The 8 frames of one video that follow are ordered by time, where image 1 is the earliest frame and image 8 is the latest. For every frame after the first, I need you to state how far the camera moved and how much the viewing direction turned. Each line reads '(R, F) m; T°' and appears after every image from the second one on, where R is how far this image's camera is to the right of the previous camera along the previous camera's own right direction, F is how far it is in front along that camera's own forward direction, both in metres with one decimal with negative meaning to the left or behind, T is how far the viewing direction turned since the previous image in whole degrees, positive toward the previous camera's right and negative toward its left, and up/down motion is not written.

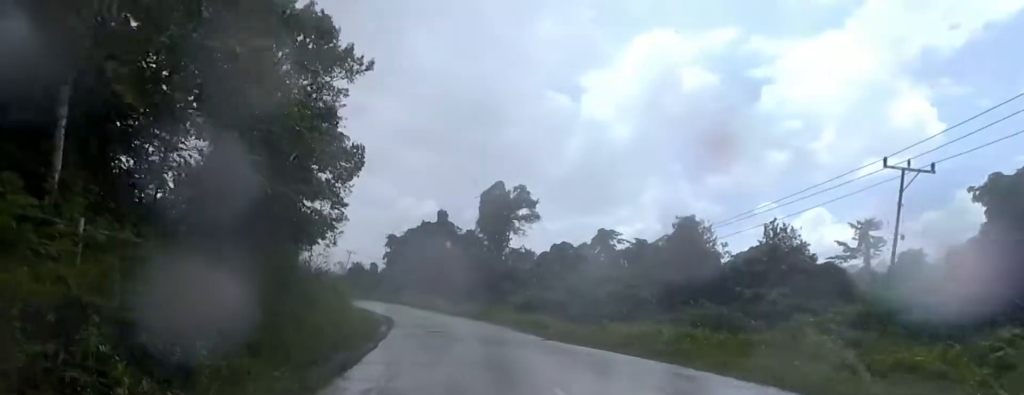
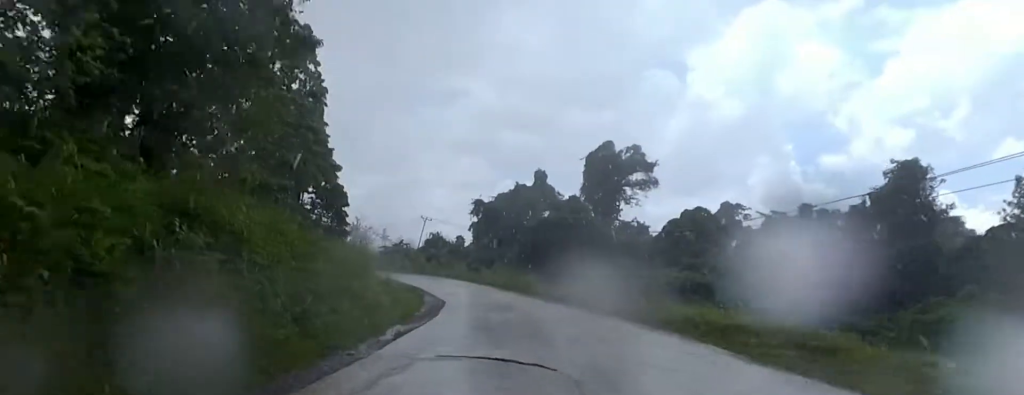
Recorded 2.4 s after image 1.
(-1.3, +23.5) m; -2°
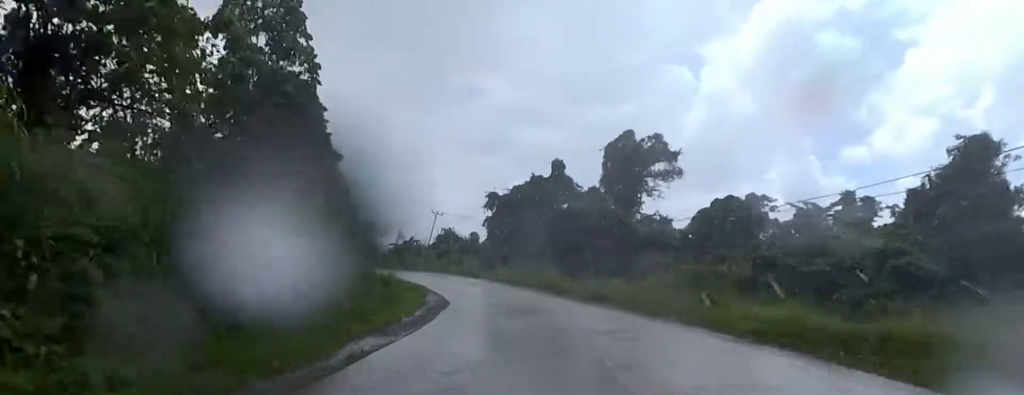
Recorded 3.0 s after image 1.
(-0.8, +5.8) m; 0°
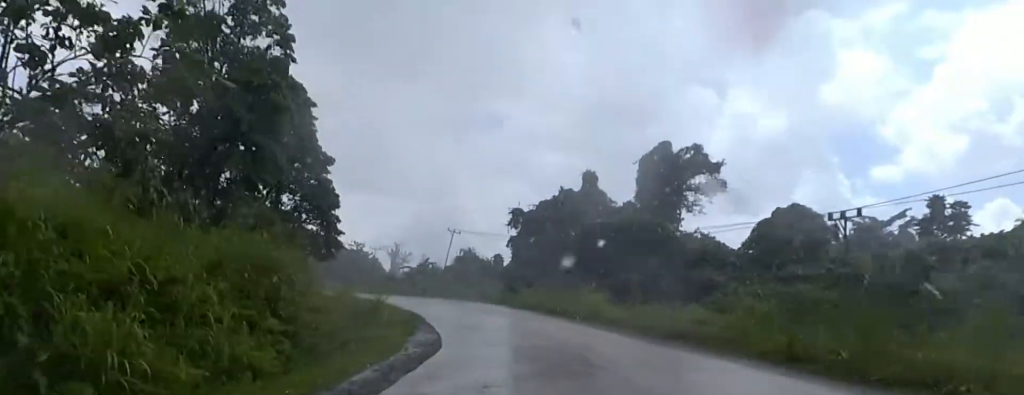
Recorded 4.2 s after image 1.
(+1.1, +11.3) m; 0°
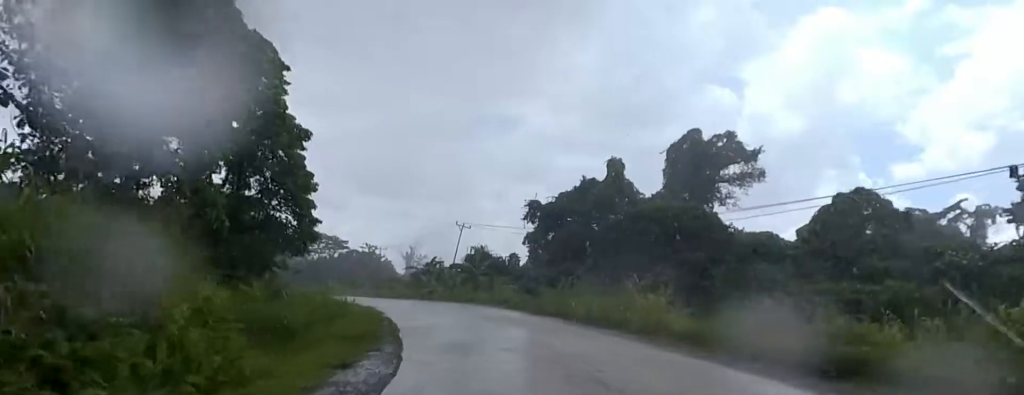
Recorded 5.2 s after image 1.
(-1.3, +9.4) m; -9°
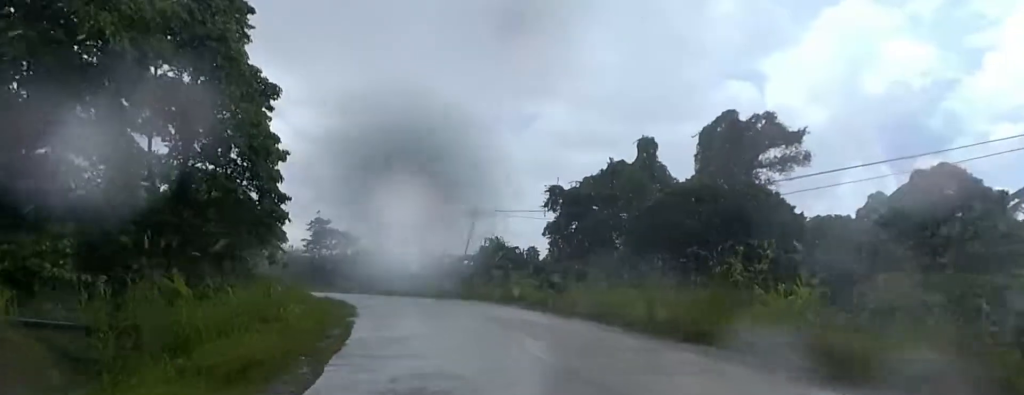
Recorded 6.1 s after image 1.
(-0.1, +8.0) m; -2°
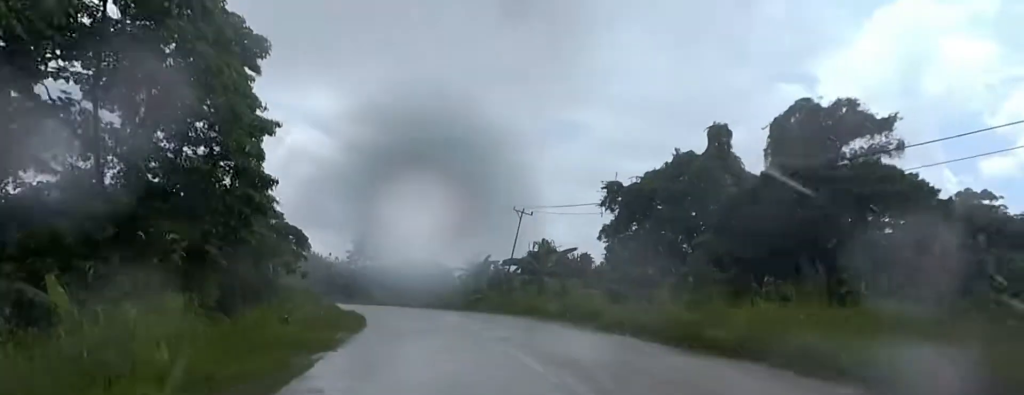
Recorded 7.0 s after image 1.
(-0.2, +8.0) m; -6°
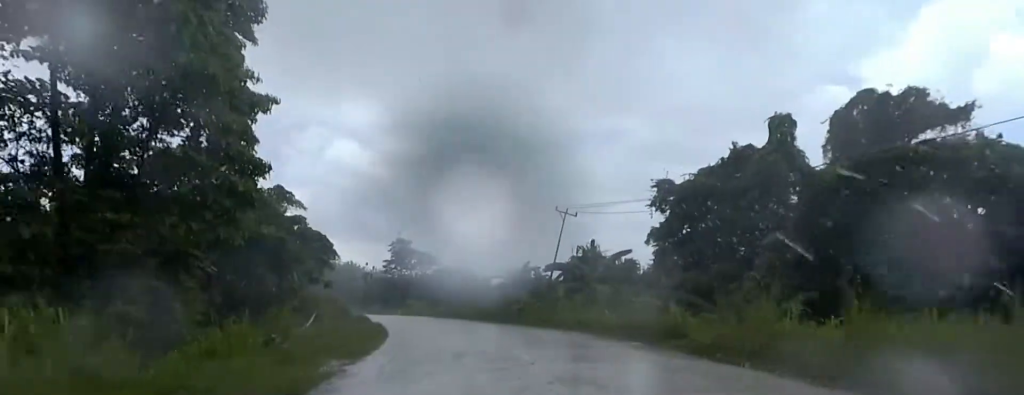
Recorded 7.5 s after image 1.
(-0.3, +4.8) m; -4°
